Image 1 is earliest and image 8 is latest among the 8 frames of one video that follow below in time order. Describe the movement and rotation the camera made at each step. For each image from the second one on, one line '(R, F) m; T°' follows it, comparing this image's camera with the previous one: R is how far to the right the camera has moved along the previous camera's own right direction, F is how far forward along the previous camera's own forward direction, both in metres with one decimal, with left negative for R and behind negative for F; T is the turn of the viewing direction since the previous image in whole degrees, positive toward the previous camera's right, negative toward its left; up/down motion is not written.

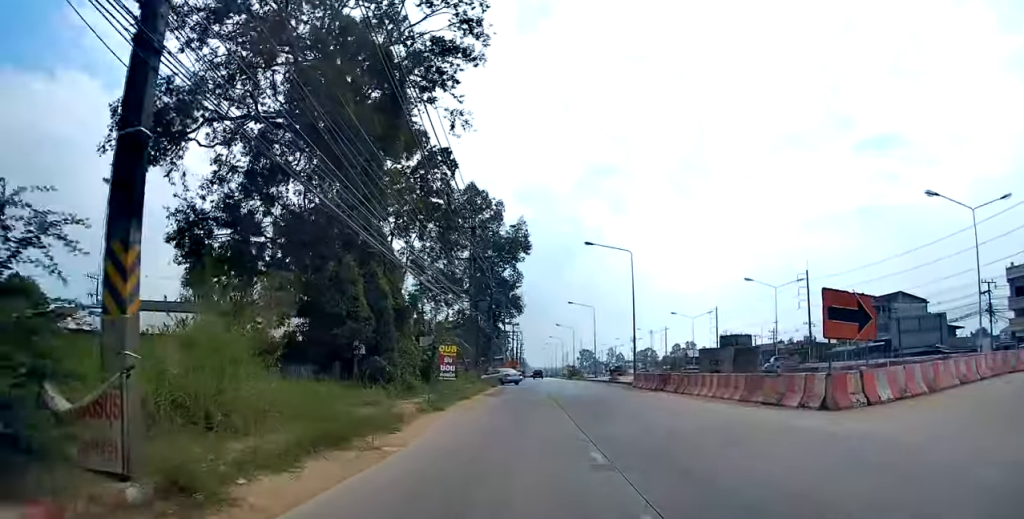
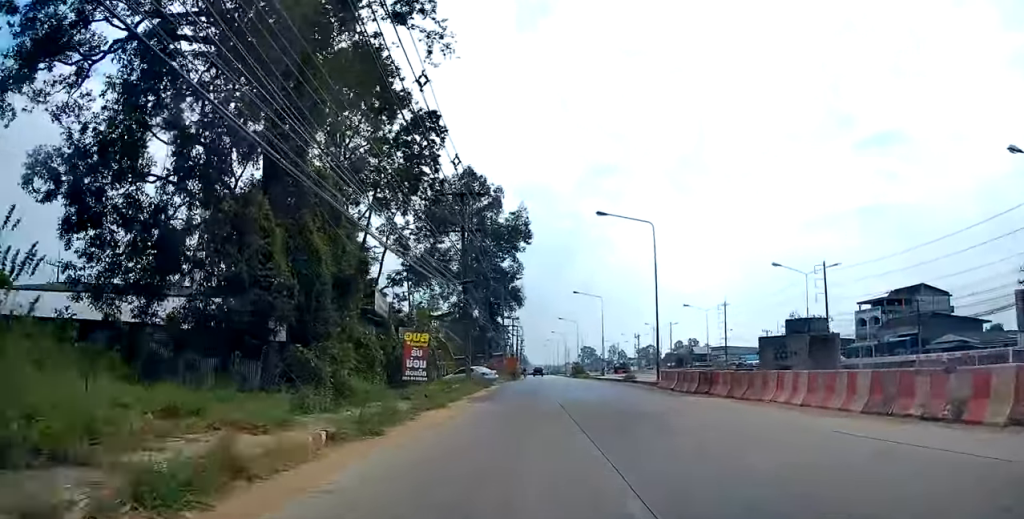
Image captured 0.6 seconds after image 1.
(0.0, +7.8) m; 0°
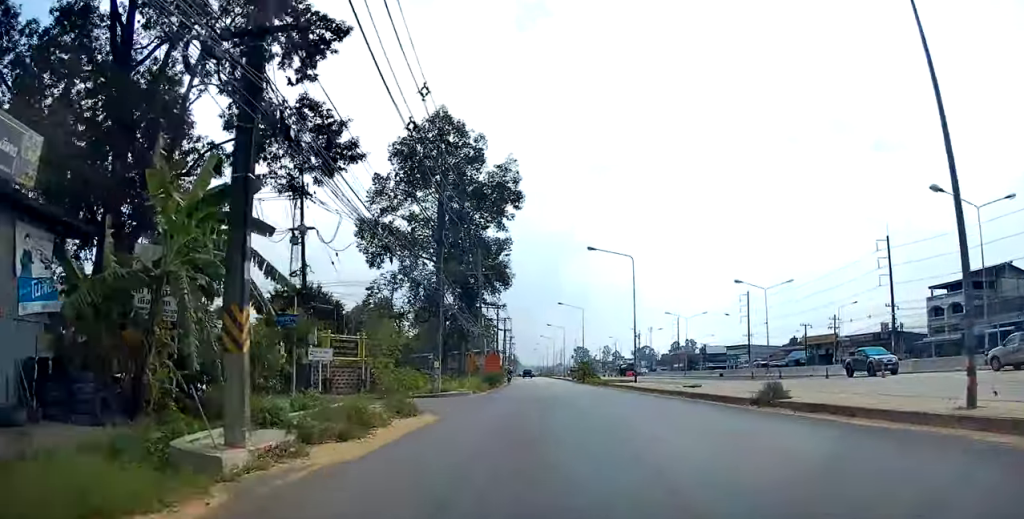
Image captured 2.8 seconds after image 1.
(+0.1, +26.6) m; +3°
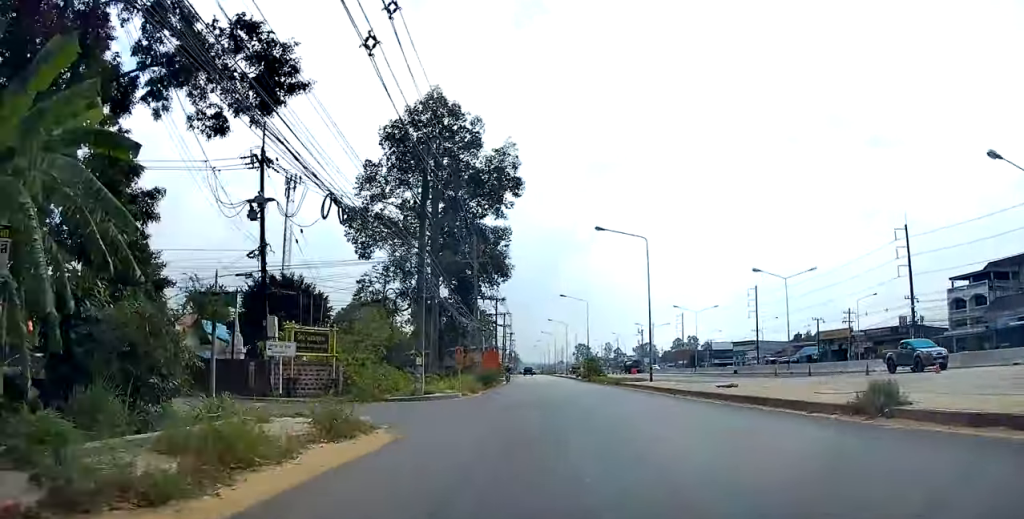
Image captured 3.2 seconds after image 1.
(+0.3, +5.4) m; 0°
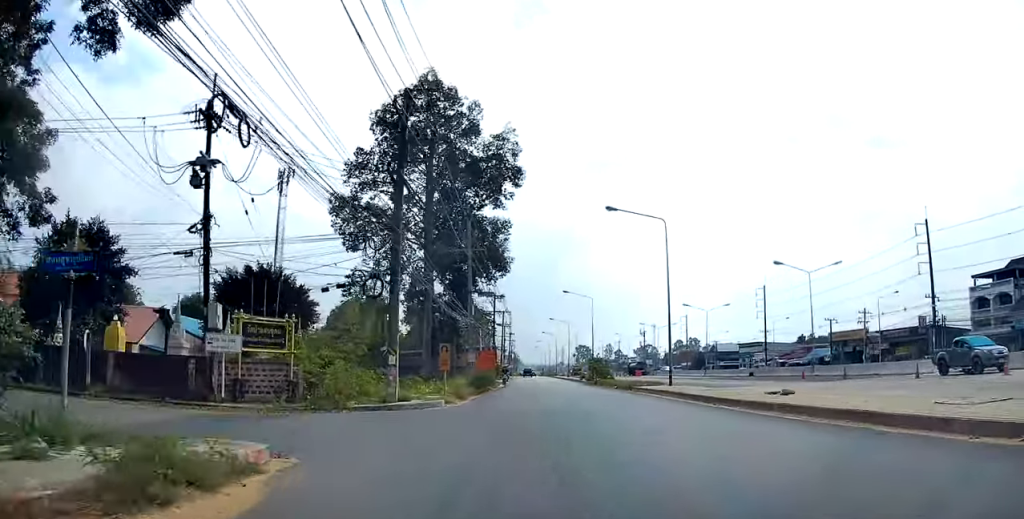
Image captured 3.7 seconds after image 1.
(+0.3, +5.6) m; 0°
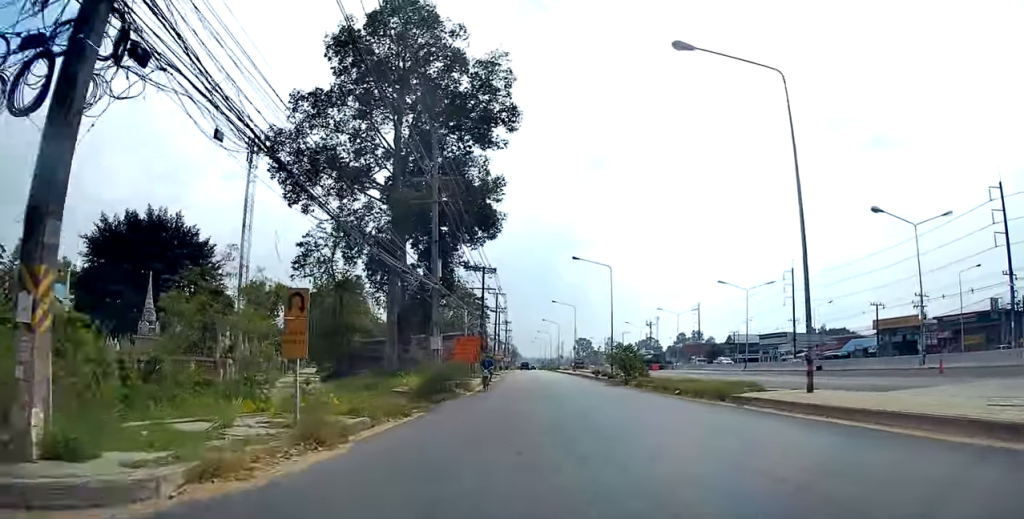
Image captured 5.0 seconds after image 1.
(-0.4, +16.7) m; 0°
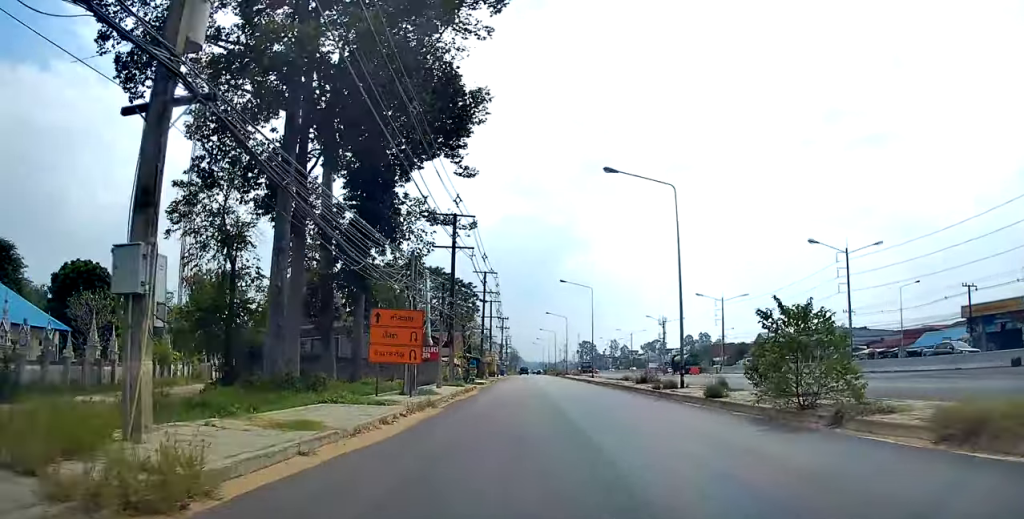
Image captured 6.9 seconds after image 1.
(-0.3, +23.7) m; -1°
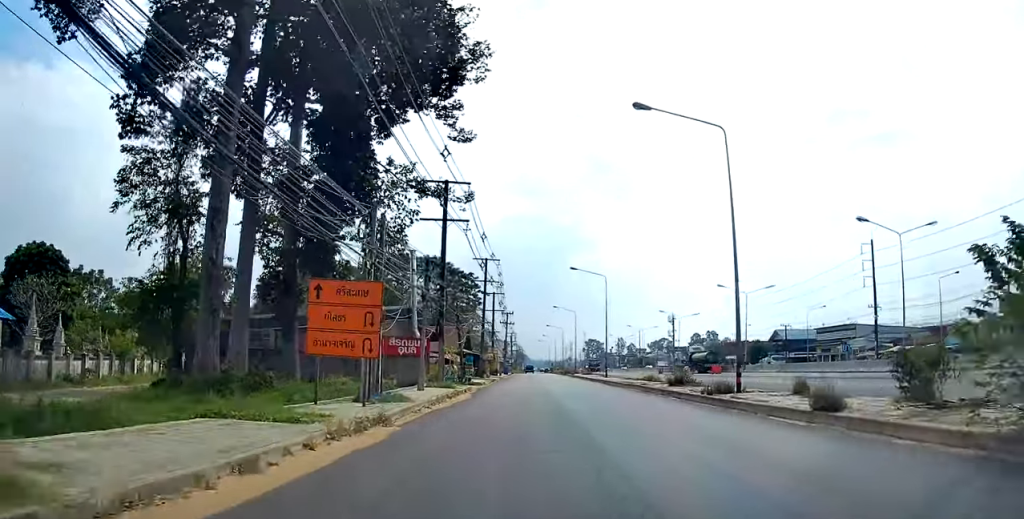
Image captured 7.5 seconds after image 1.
(+0.2, +7.0) m; +2°
